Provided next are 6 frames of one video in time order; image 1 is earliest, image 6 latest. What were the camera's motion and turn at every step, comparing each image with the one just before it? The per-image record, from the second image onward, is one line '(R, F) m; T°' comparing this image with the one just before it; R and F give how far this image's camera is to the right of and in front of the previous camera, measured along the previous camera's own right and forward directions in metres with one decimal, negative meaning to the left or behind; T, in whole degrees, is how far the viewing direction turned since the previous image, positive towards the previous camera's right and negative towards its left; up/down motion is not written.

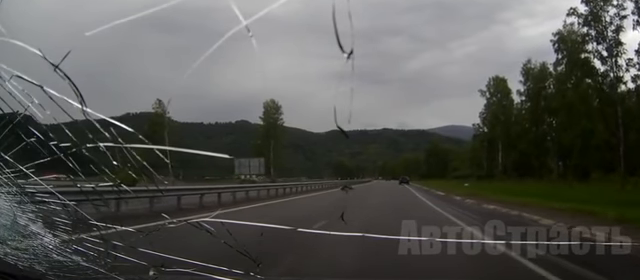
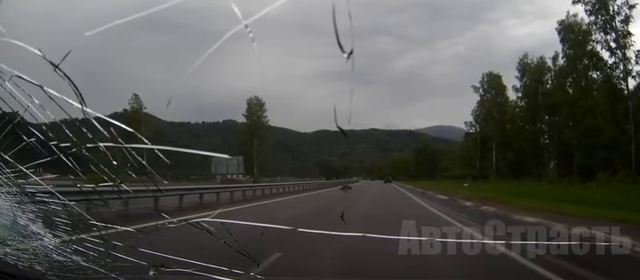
(+0.1, +5.3) m; +4°
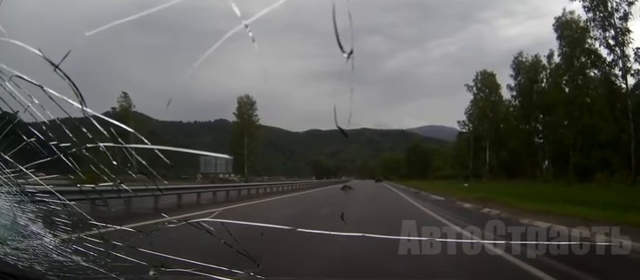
(+0.1, +1.3) m; +2°
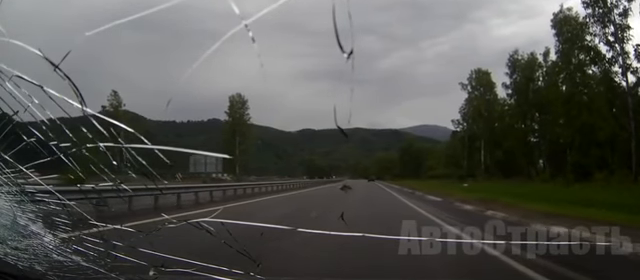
(0.0, +1.4) m; +1°
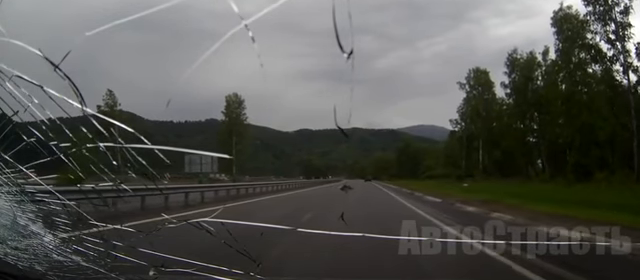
(-0.1, +0.8) m; 0°
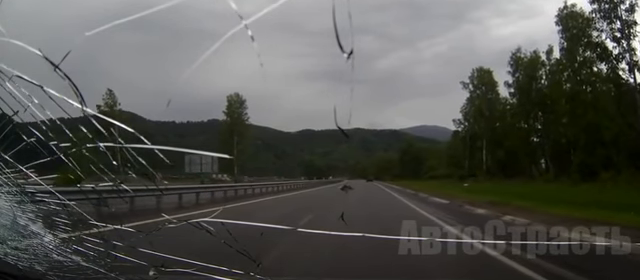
(-0.2, +0.6) m; 0°
